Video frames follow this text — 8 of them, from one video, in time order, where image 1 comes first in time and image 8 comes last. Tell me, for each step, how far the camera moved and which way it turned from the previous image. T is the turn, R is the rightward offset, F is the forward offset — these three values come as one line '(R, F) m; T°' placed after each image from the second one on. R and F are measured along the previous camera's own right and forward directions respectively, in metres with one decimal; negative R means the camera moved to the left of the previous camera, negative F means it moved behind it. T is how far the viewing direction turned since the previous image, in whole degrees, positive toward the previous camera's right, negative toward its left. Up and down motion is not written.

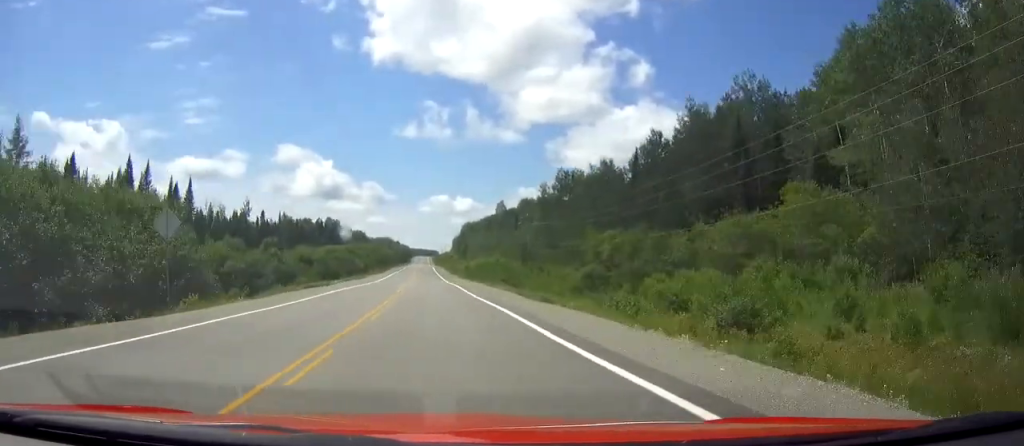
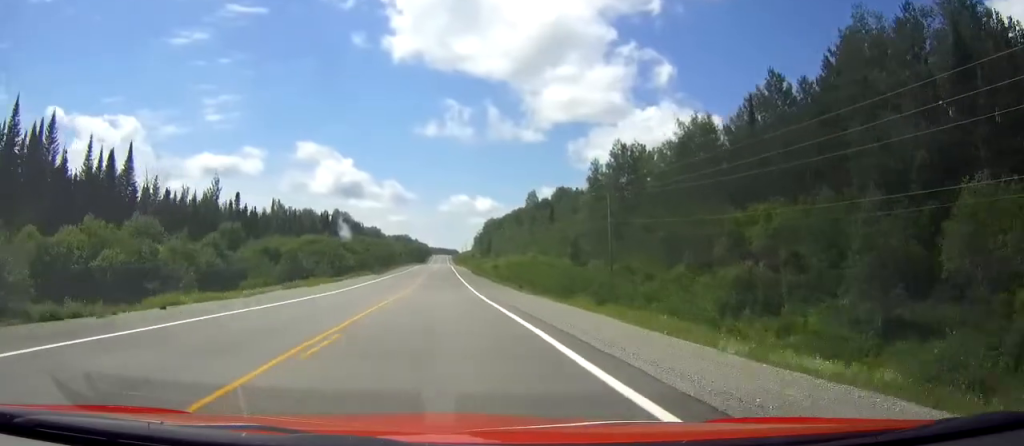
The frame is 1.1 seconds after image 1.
(-0.7, +34.1) m; -1°
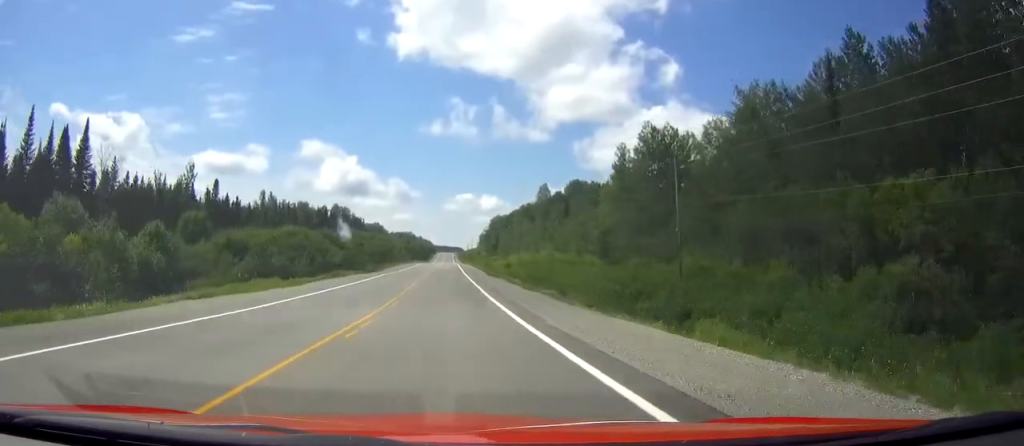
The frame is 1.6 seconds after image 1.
(0.0, +15.1) m; 0°
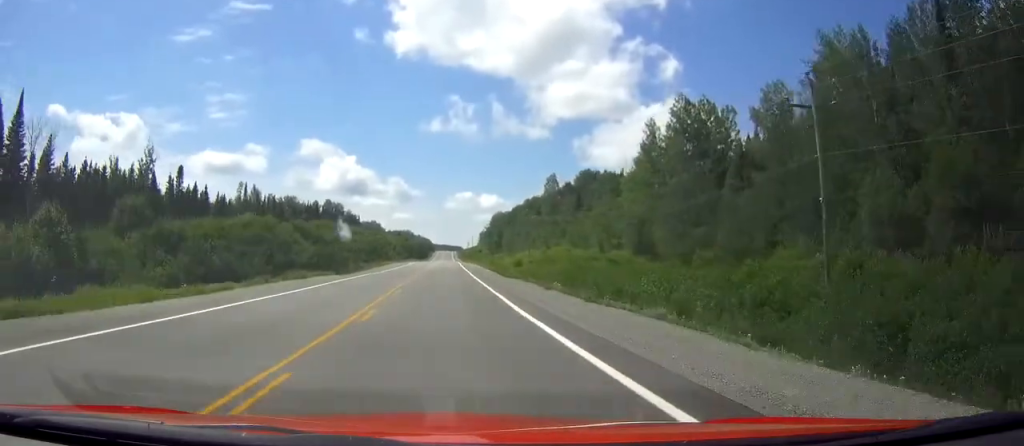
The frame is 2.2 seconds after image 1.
(0.0, +16.1) m; 0°
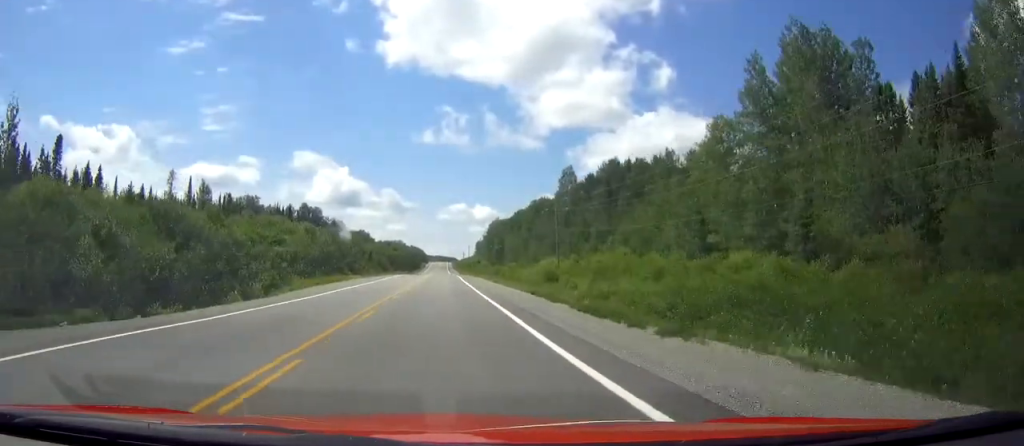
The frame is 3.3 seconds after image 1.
(-0.1, +34.1) m; 0°
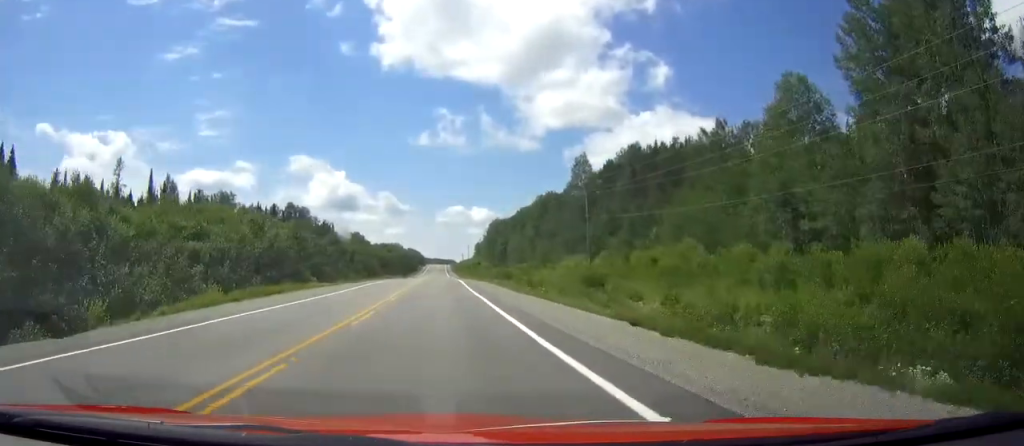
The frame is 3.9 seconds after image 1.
(0.0, +18.1) m; 0°
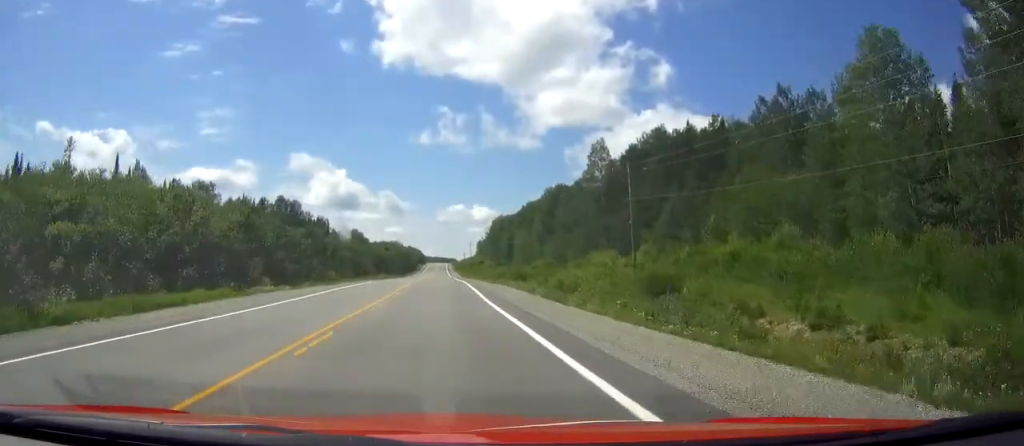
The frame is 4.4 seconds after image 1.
(+0.1, +14.1) m; 0°
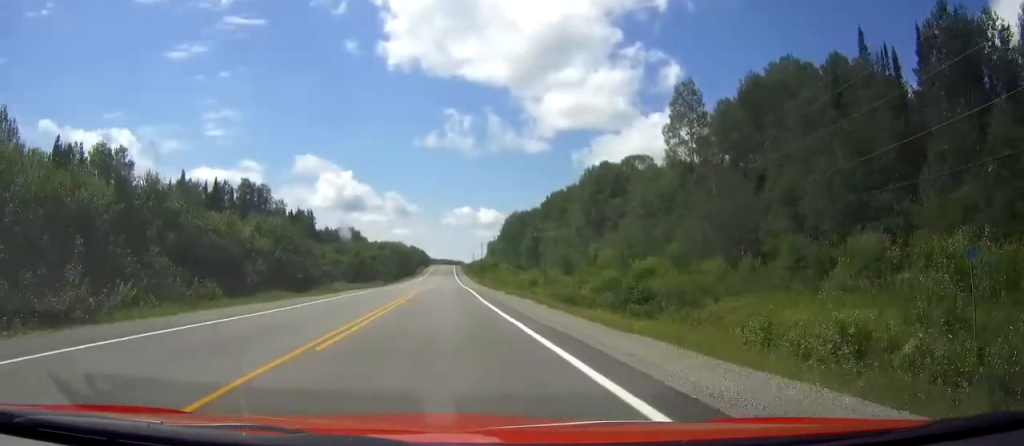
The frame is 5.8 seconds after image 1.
(-0.1, +42.3) m; 0°
